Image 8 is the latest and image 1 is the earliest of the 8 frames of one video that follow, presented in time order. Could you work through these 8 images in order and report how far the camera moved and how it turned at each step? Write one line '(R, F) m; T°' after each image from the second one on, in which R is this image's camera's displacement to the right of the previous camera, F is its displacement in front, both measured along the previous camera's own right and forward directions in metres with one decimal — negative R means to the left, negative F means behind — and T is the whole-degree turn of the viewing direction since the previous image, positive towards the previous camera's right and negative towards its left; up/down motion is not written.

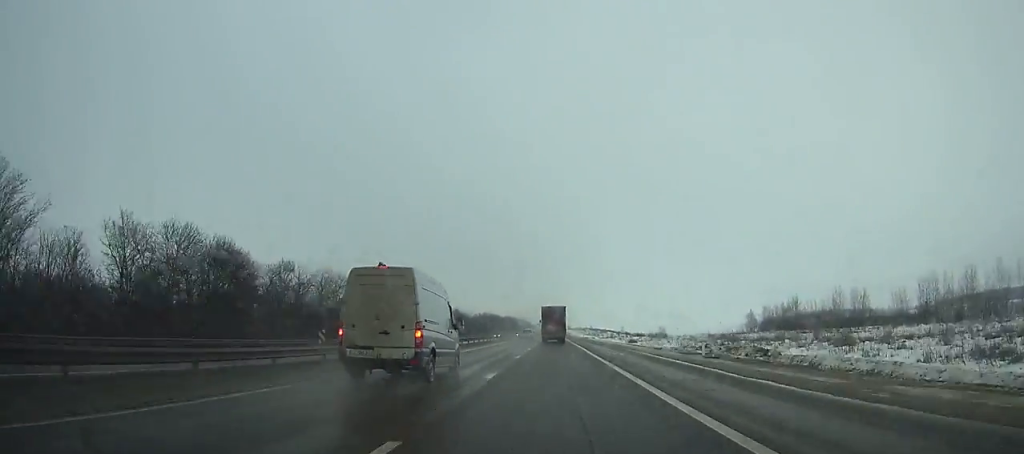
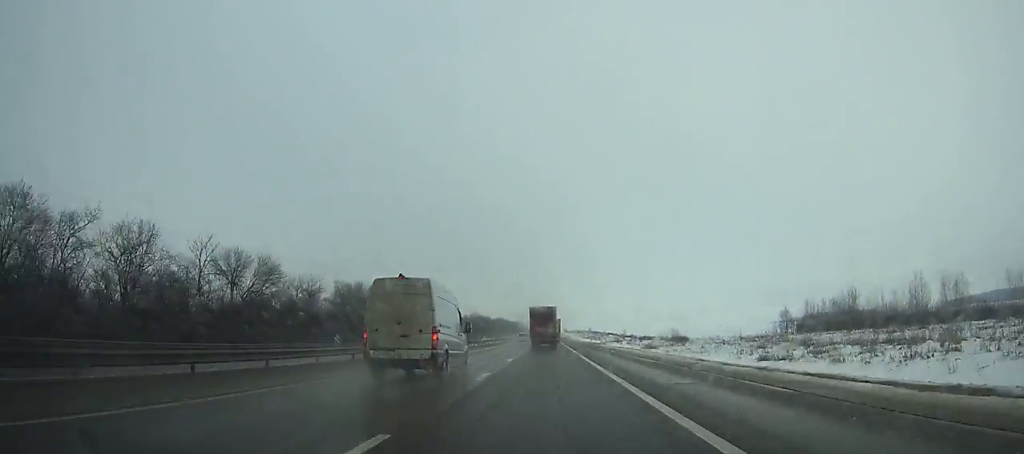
(0.0, +33.0) m; 0°
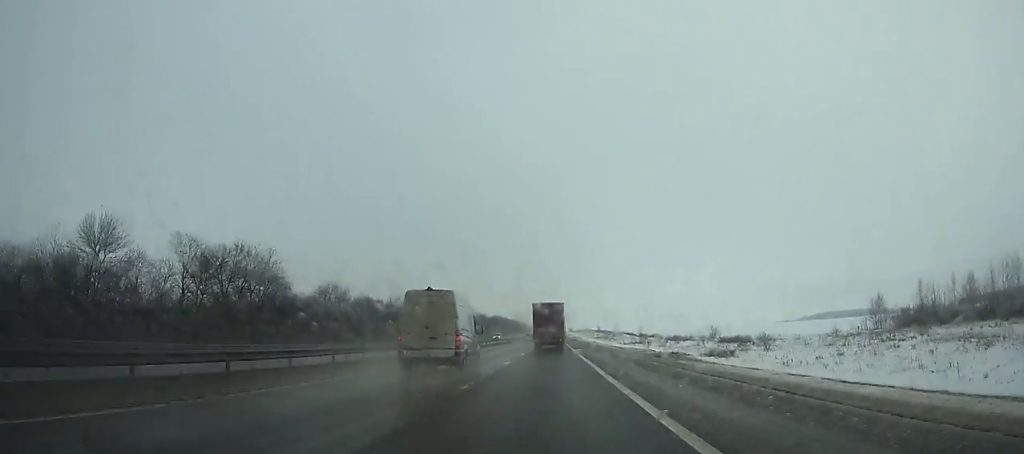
(+0.1, +48.2) m; -1°
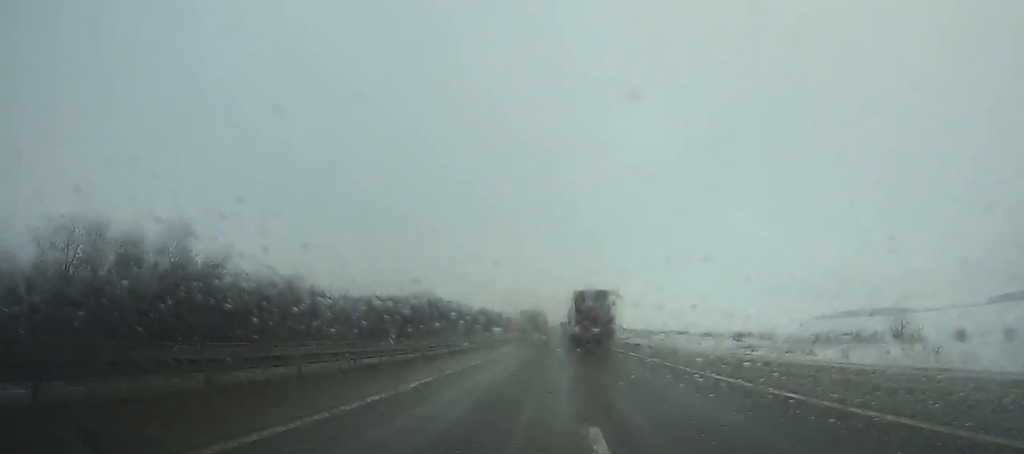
(-0.5, +89.7) m; 0°
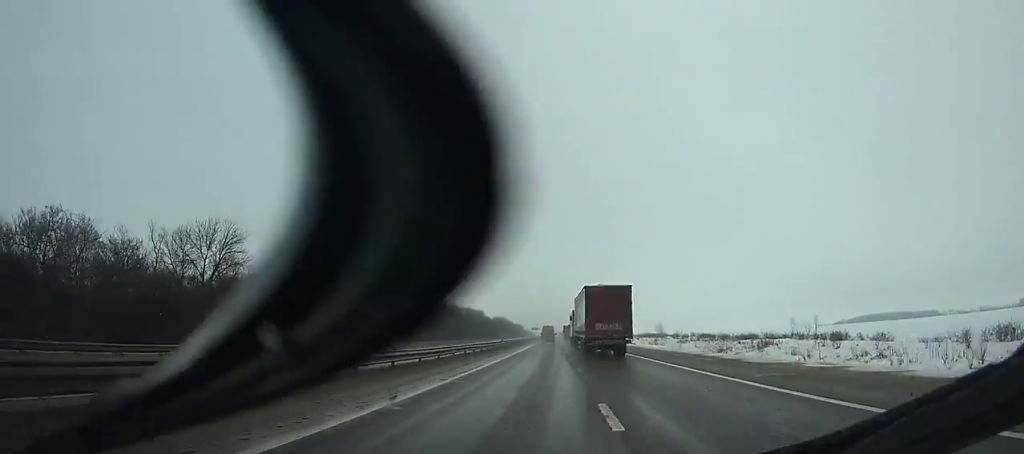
(+1.0, +106.5) m; 0°
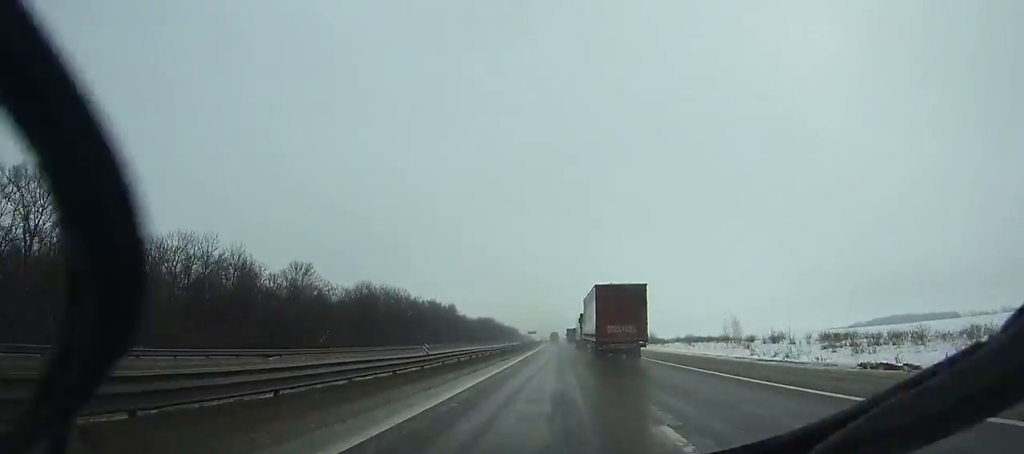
(+0.1, +78.9) m; 0°
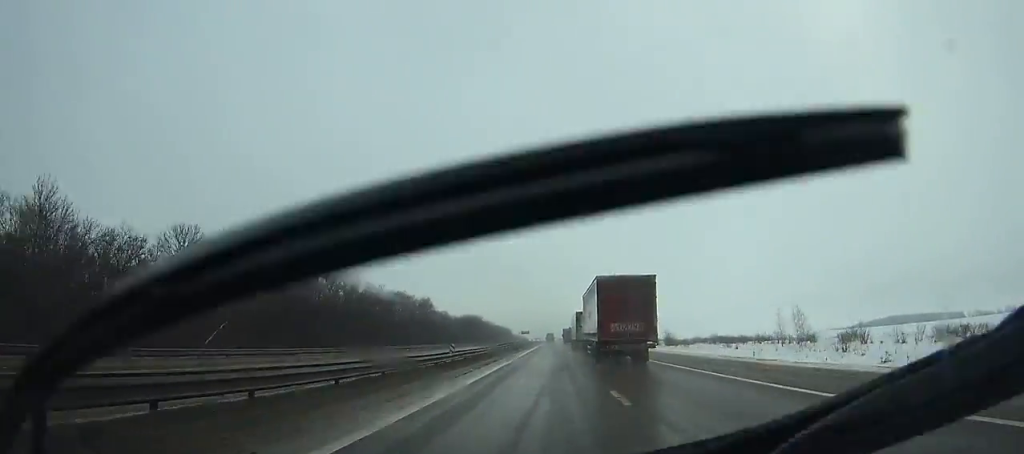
(0.0, +31.1) m; 0°
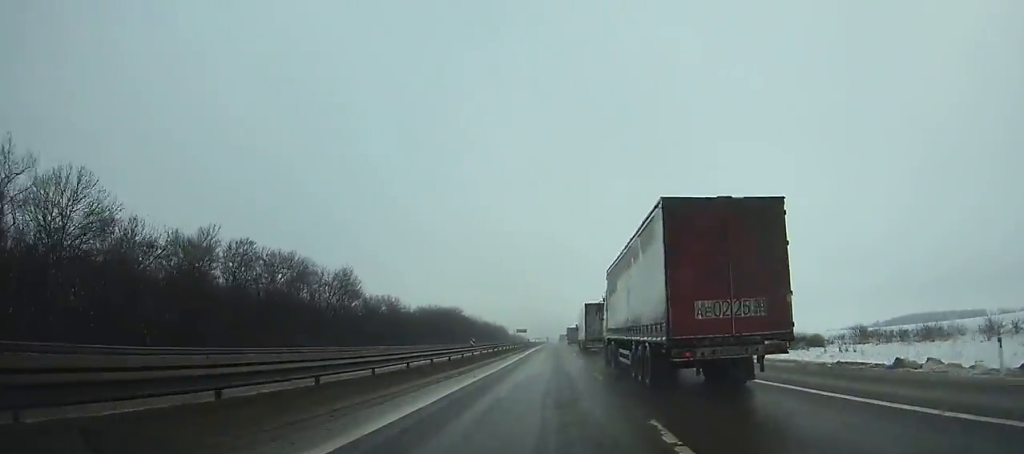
(0.0, +64.4) m; 0°
